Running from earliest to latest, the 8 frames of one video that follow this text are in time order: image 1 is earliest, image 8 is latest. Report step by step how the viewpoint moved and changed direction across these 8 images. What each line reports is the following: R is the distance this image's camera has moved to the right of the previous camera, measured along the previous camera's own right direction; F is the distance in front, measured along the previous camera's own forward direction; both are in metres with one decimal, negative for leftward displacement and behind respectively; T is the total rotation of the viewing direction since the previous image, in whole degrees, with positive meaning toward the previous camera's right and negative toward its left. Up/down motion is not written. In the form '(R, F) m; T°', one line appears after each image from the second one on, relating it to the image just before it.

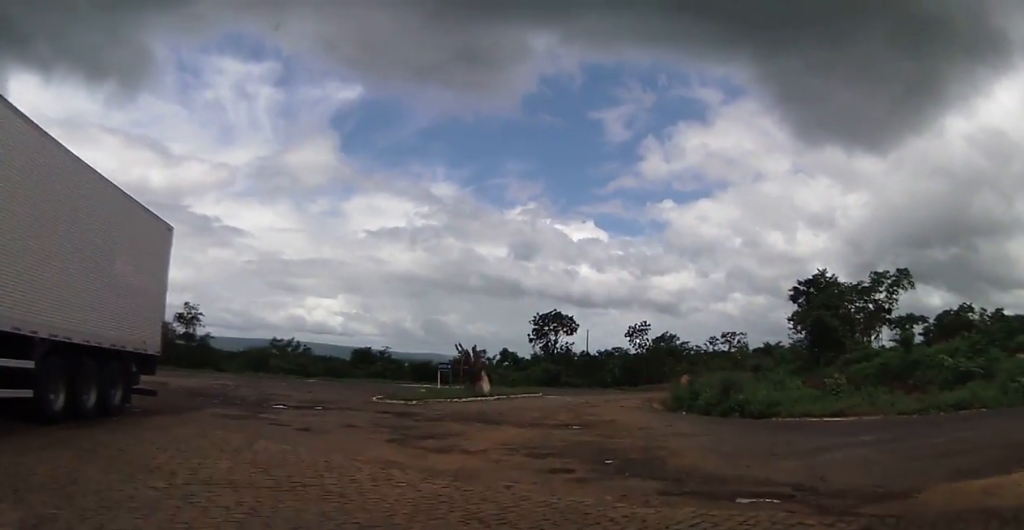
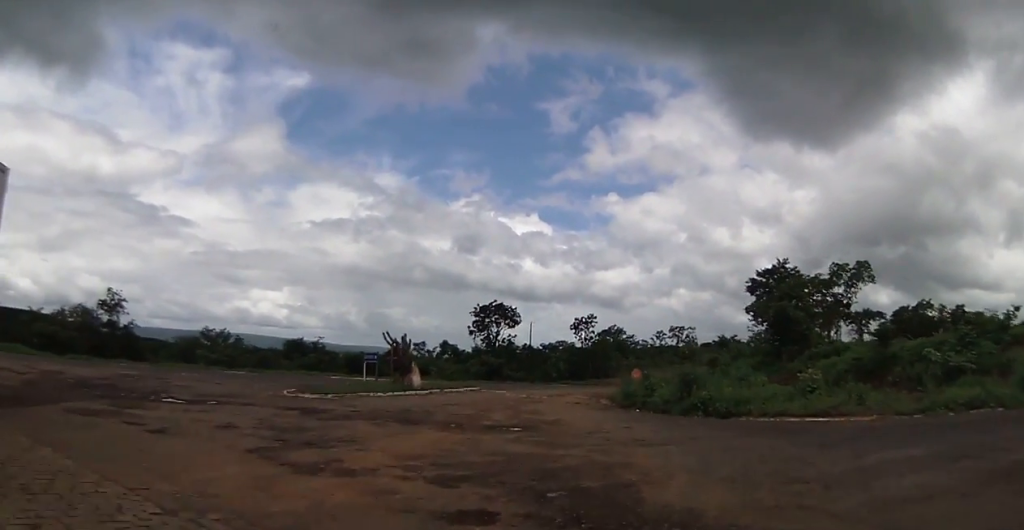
(0.0, +4.5) m; 0°
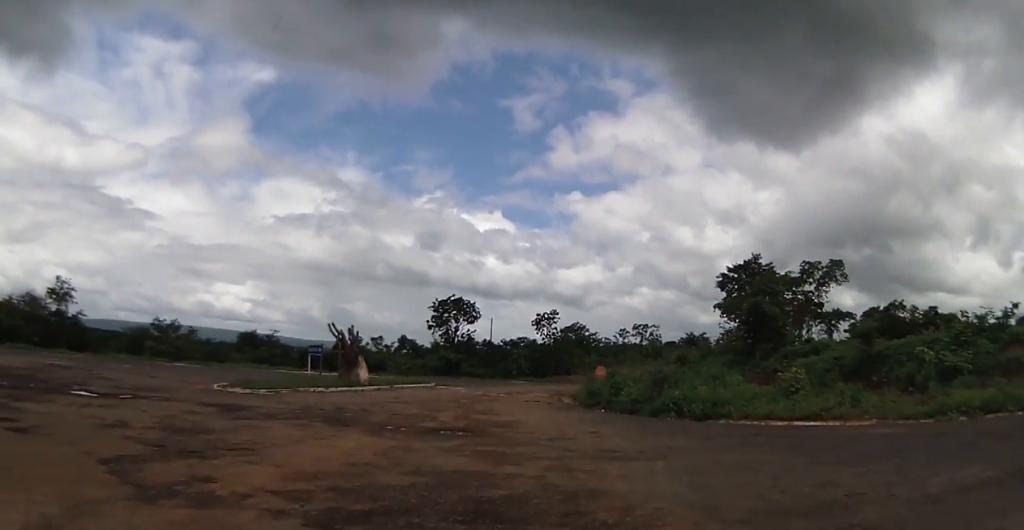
(0.0, +3.6) m; 0°
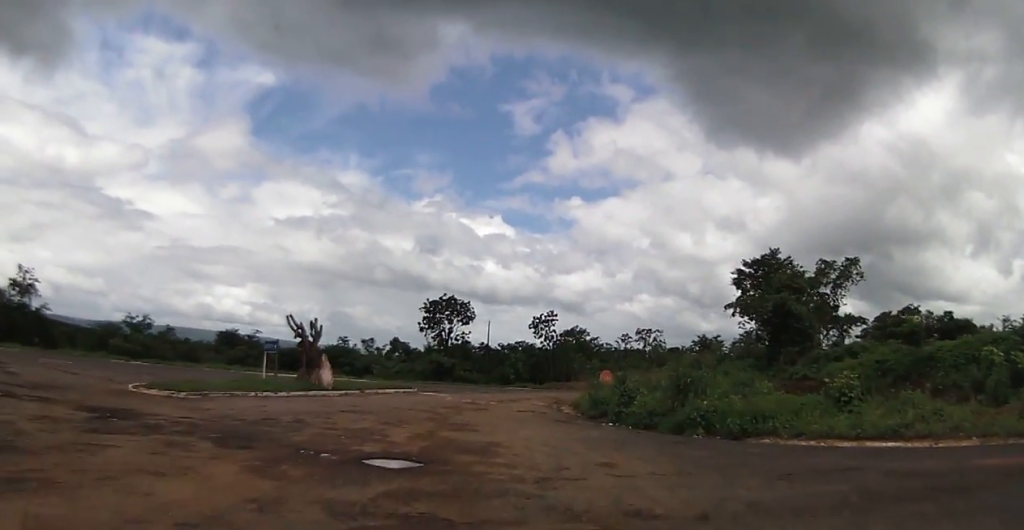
(0.0, +6.5) m; 0°
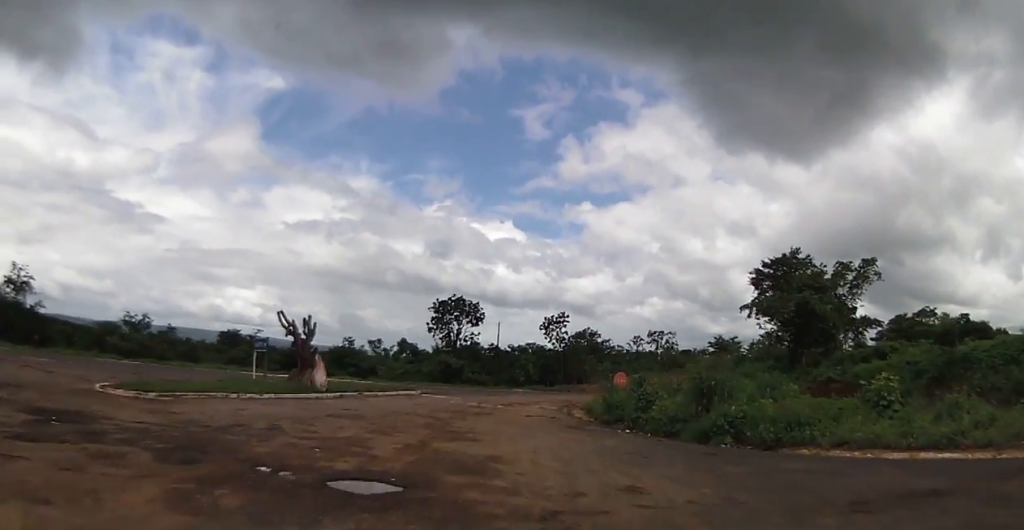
(0.0, +2.1) m; 0°
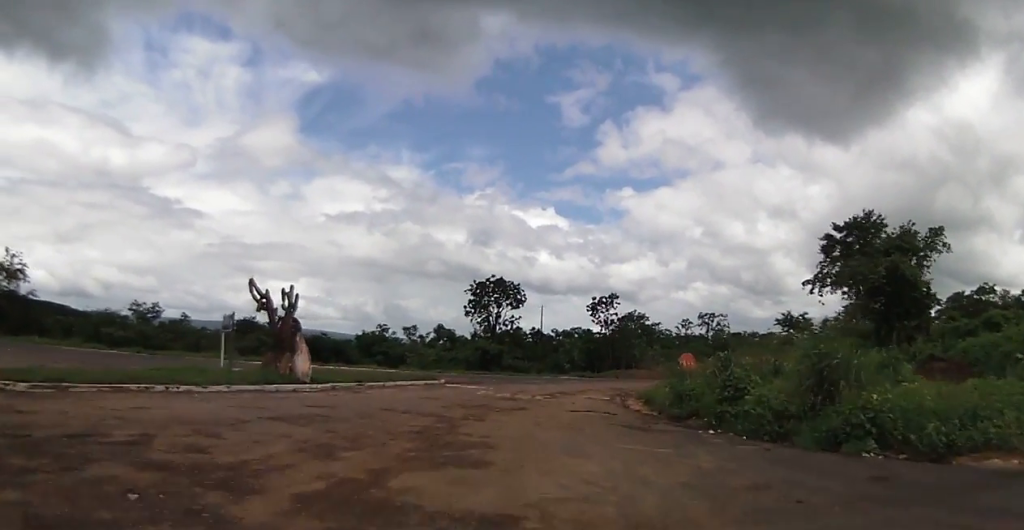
(0.0, +4.9) m; +4°
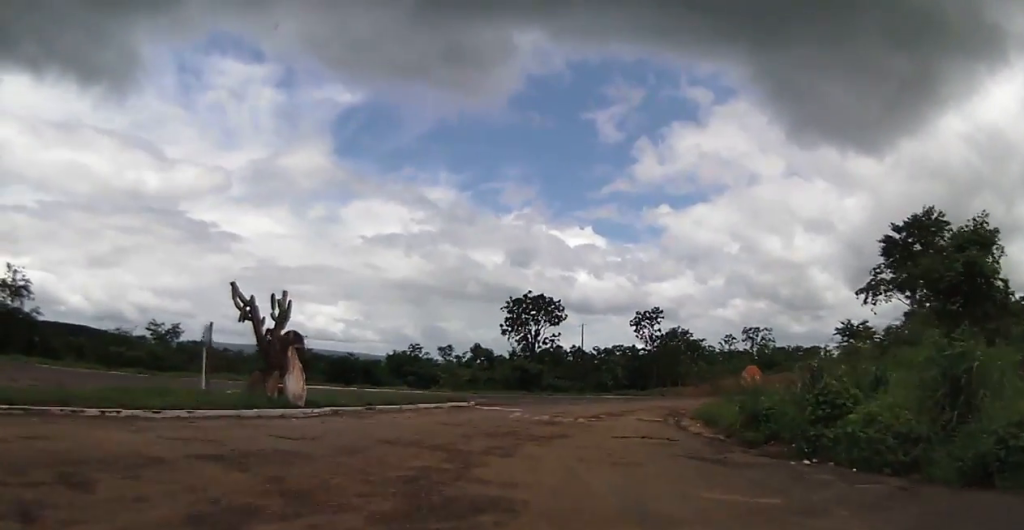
(0.0, +3.0) m; +3°
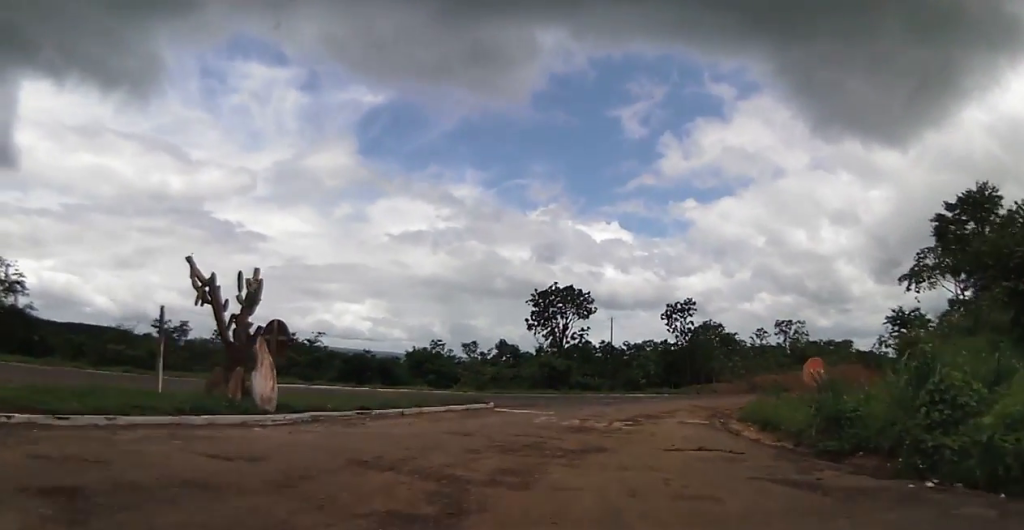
(+0.2, +3.3) m; -1°
